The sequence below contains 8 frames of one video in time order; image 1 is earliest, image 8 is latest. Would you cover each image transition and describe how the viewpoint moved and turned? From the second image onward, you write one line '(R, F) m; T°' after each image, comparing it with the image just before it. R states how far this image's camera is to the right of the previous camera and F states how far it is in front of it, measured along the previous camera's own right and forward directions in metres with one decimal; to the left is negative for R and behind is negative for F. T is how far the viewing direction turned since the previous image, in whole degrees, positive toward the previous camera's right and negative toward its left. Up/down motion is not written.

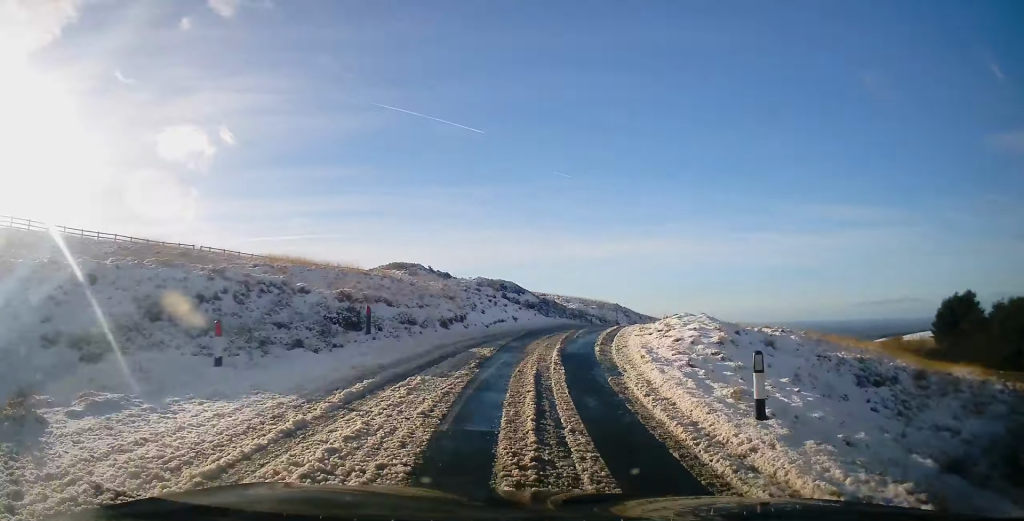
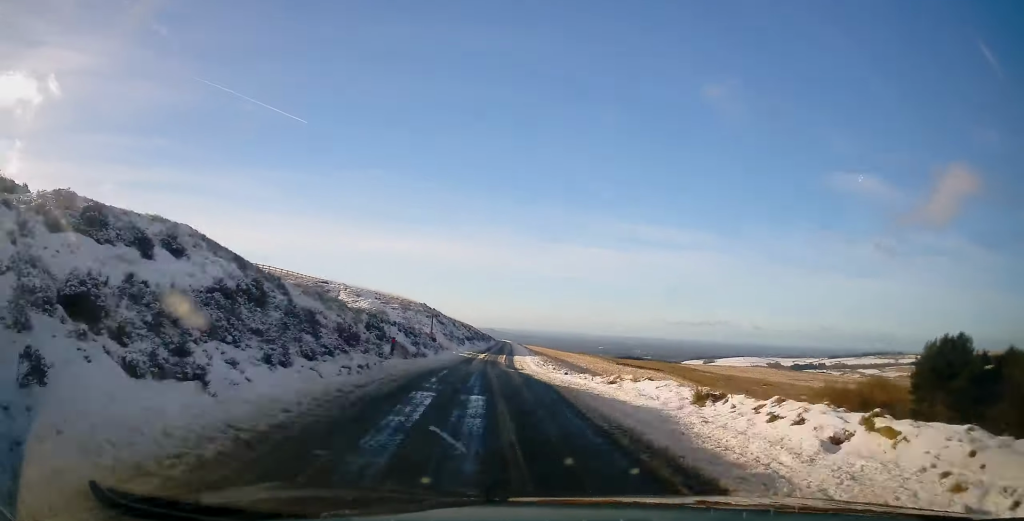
(+2.3, +28.4) m; +7°
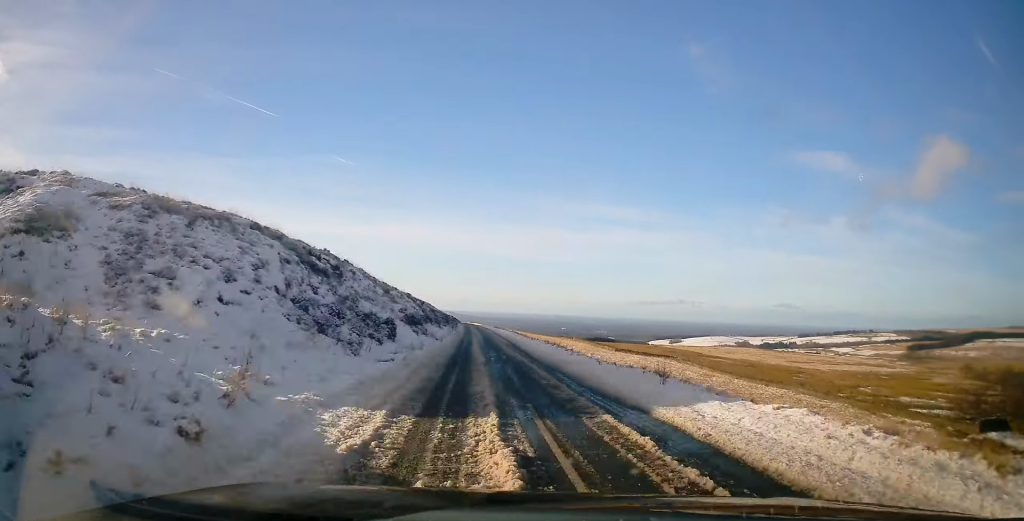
(+2.8, +44.2) m; +4°
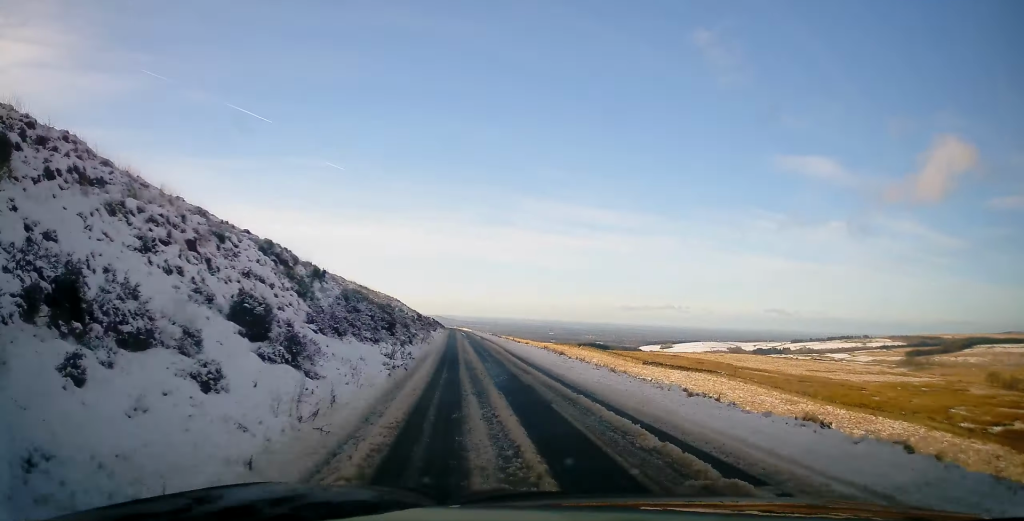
(+0.2, +38.6) m; +1°
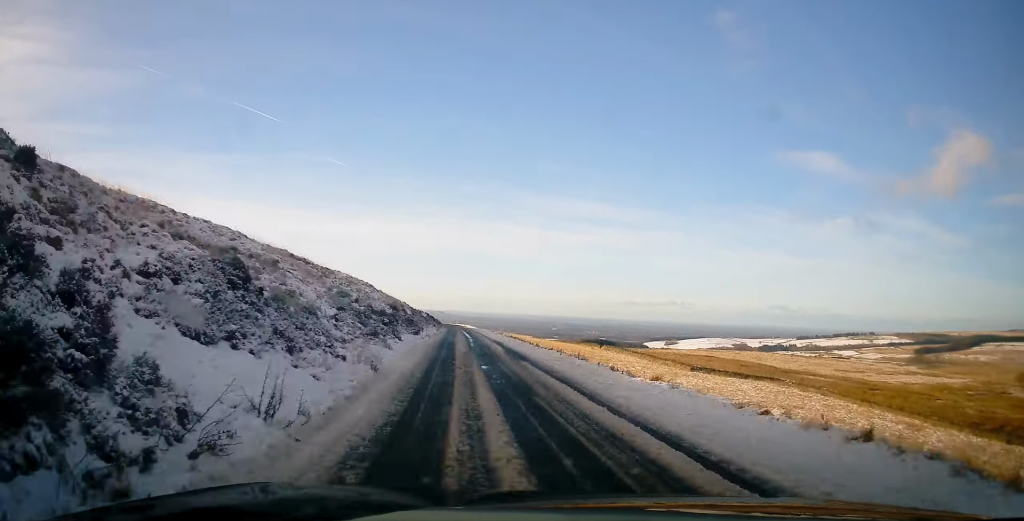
(+0.3, +28.6) m; 0°
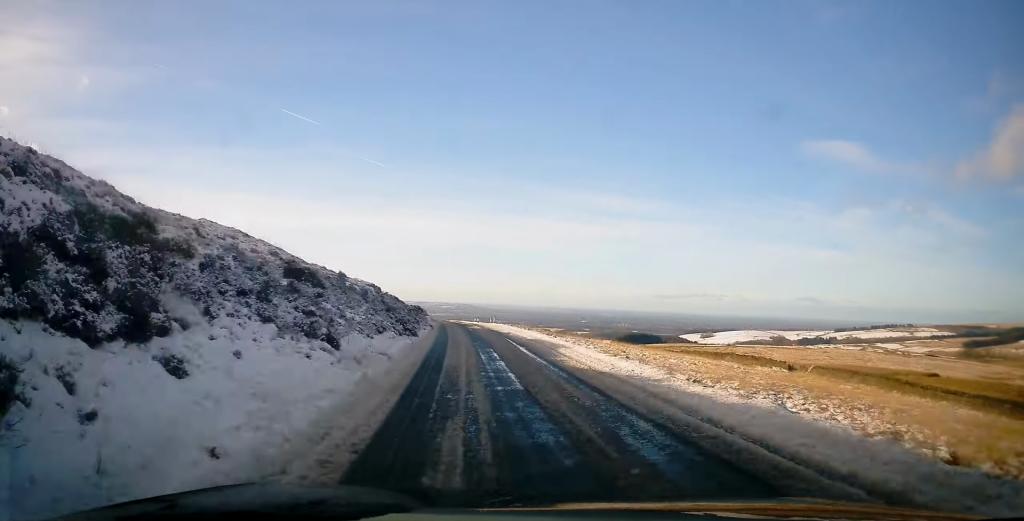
(-1.4, +84.6) m; -3°
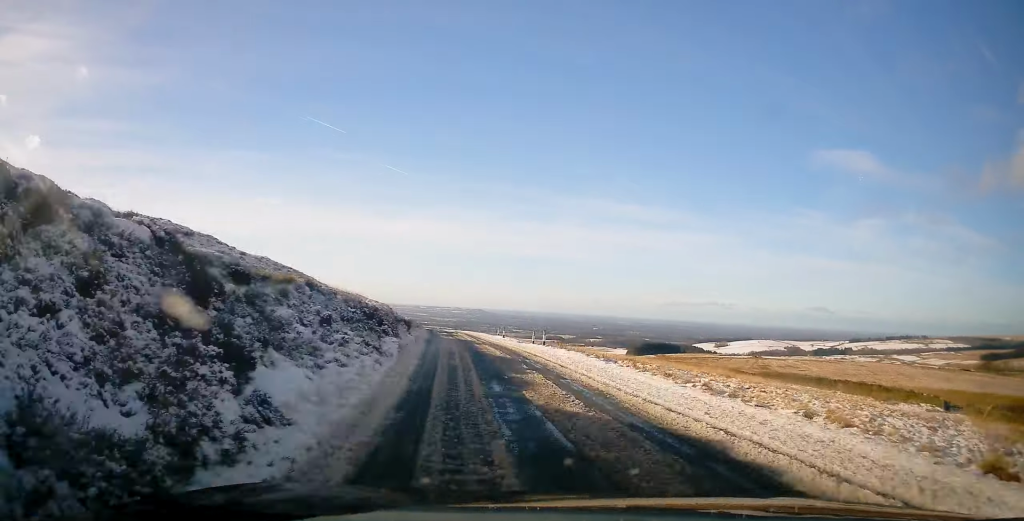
(0.0, +29.7) m; -2°
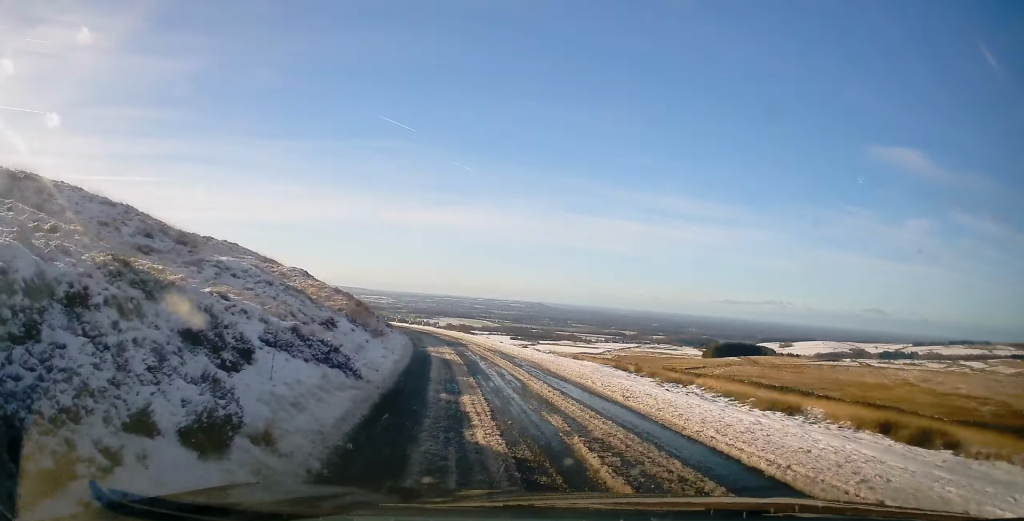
(-5.4, +77.0) m; -10°
